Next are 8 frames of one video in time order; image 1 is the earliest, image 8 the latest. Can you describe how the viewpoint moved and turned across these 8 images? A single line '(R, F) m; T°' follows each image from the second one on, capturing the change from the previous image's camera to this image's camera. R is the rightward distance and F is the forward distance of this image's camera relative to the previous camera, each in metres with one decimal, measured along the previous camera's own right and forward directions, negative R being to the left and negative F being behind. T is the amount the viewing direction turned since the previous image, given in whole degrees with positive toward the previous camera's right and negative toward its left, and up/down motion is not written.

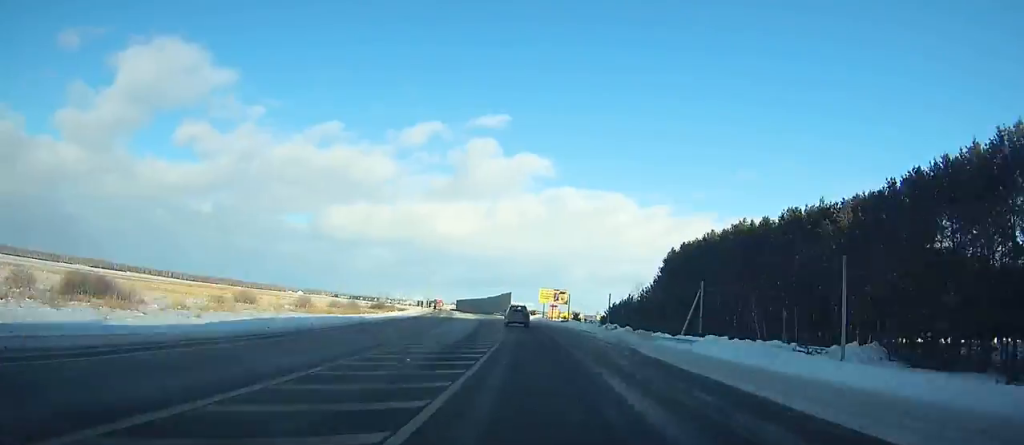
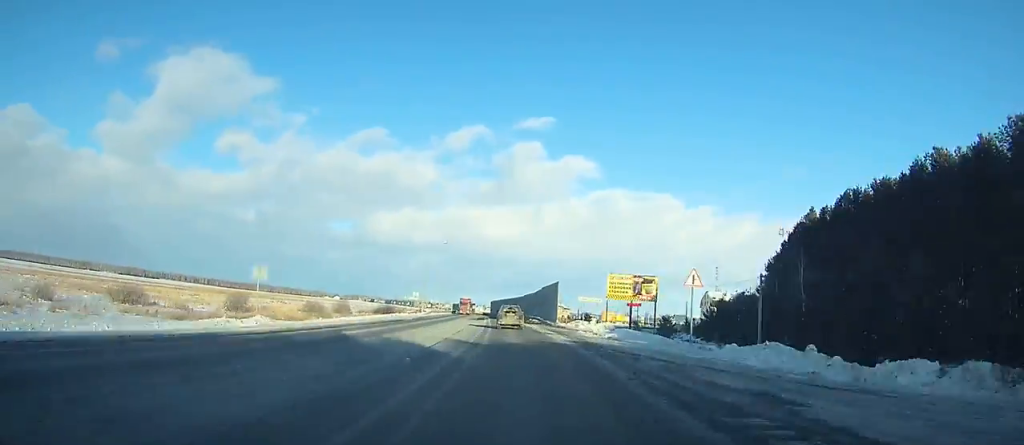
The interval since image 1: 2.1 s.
(-1.7, +52.2) m; -3°
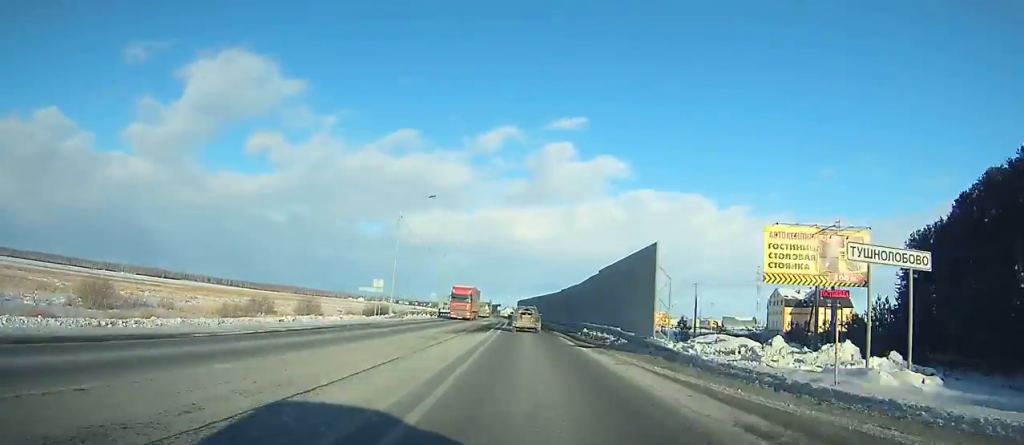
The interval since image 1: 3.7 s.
(-0.4, +39.0) m; -2°
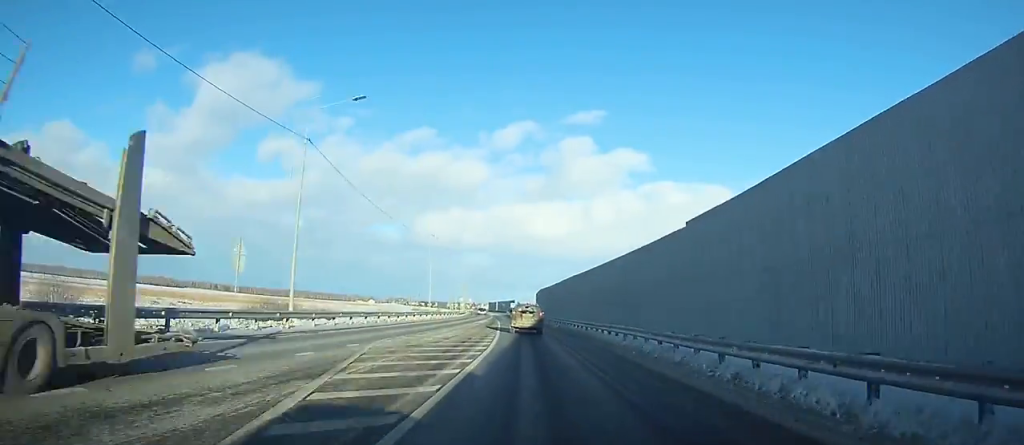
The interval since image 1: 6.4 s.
(-2.3, +63.1) m; -3°
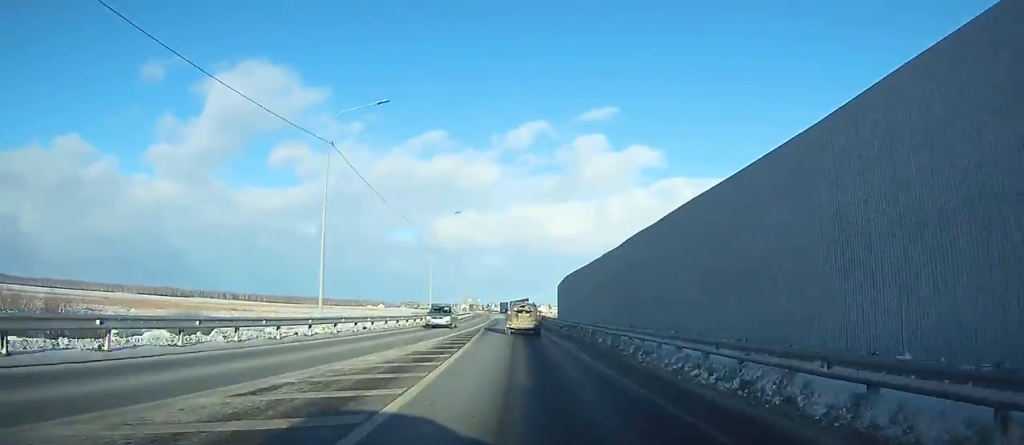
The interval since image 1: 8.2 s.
(-0.6, +39.6) m; -1°
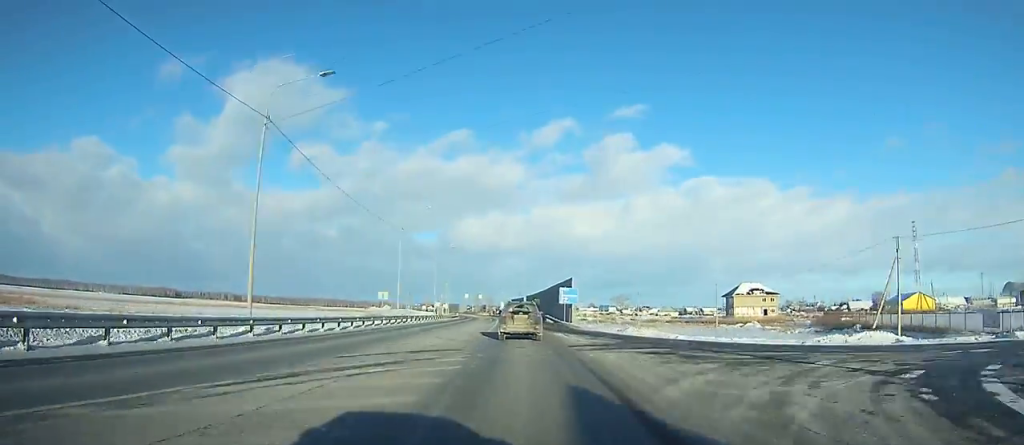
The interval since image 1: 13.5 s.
(-2.2, +110.3) m; -2°
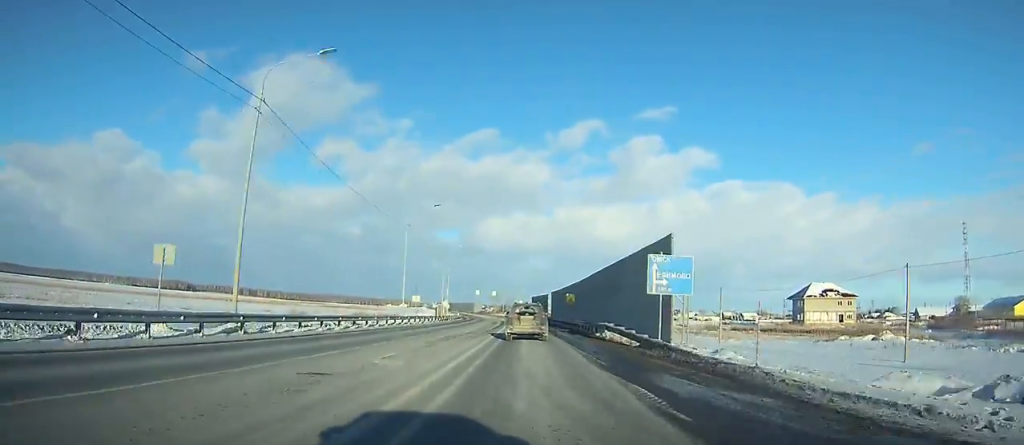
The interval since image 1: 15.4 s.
(+0.2, +37.5) m; -1°
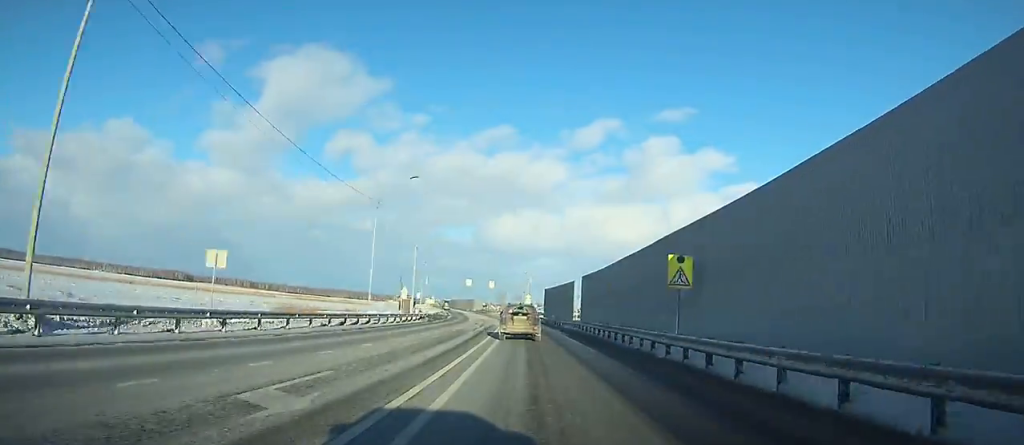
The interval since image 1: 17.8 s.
(-0.9, +46.2) m; -2°
